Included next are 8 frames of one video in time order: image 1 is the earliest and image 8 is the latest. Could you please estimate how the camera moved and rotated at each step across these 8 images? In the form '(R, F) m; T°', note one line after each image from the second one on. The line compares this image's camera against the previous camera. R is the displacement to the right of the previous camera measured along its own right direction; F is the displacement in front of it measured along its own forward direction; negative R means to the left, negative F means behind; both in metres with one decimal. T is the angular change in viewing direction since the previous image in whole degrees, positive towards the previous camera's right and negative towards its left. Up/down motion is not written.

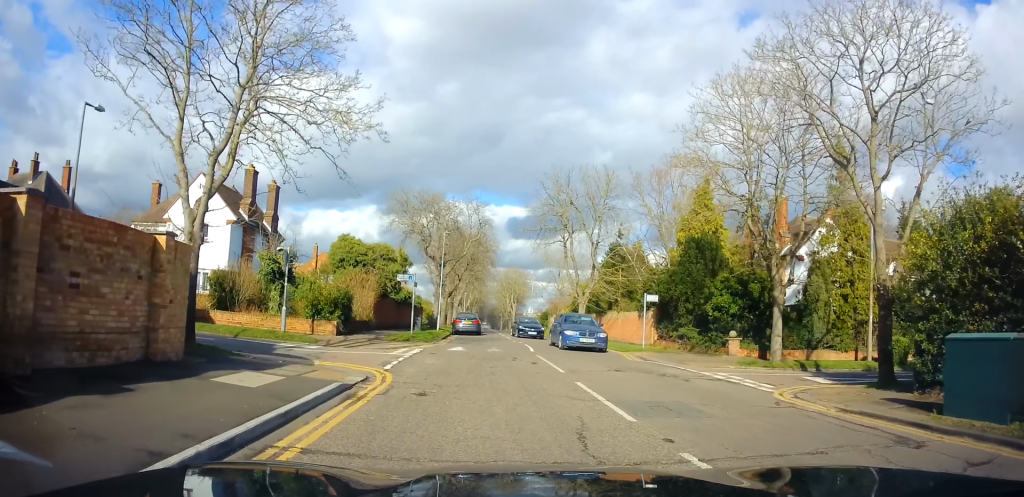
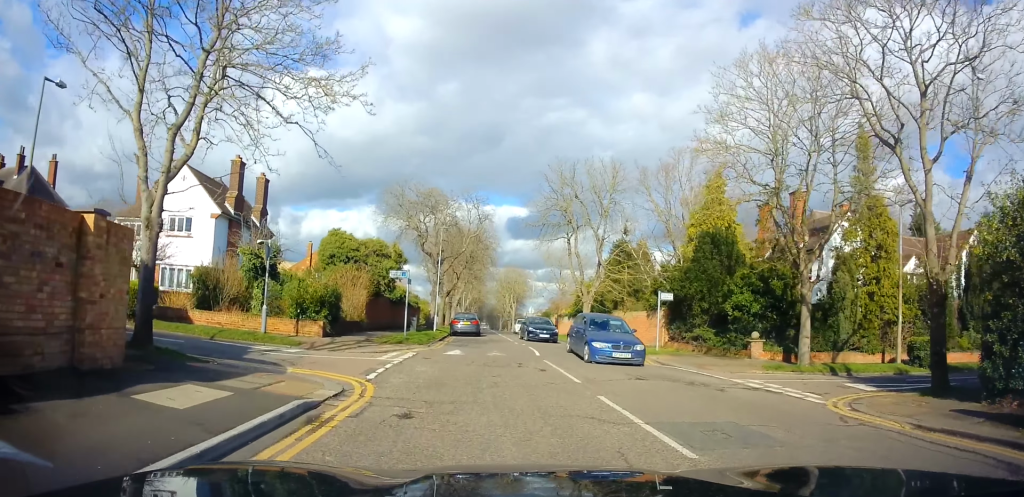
(0.0, +2.2) m; 0°
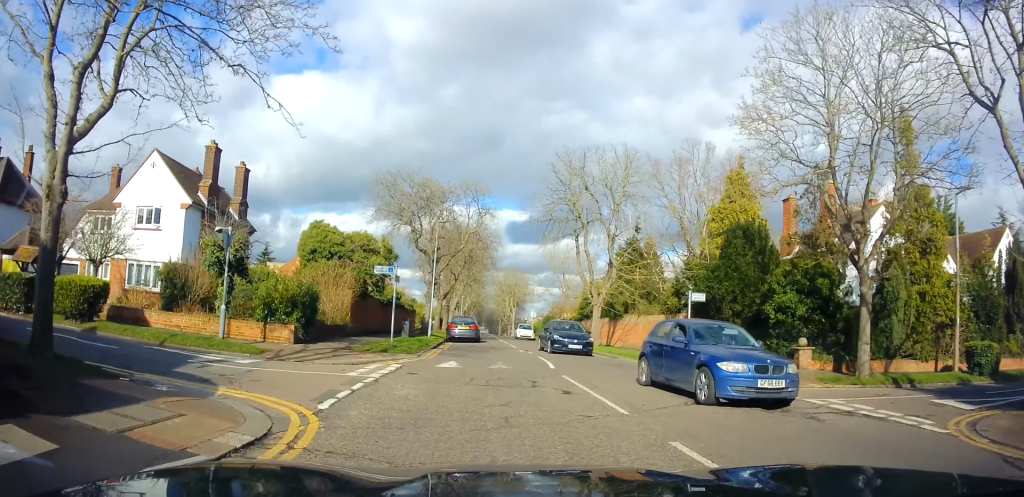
(0.0, +3.6) m; +1°
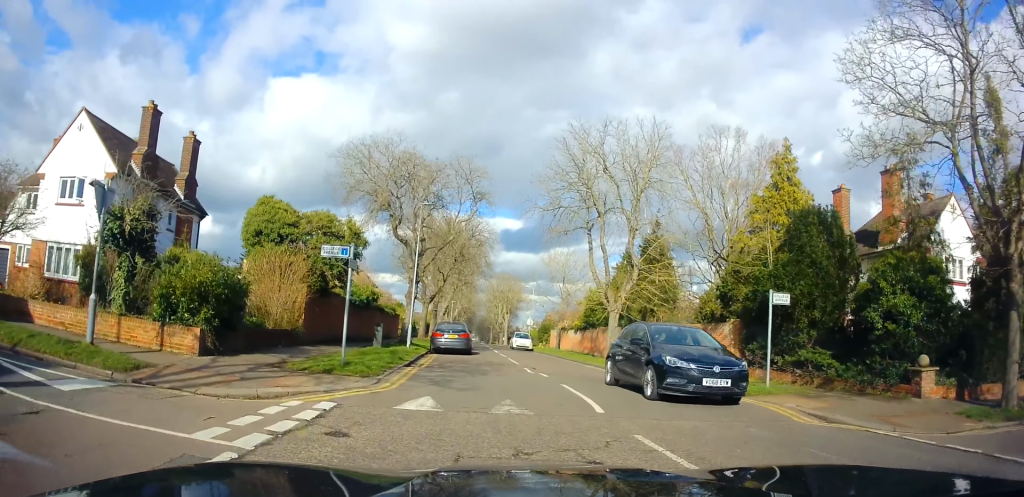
(+0.1, +5.2) m; +1°
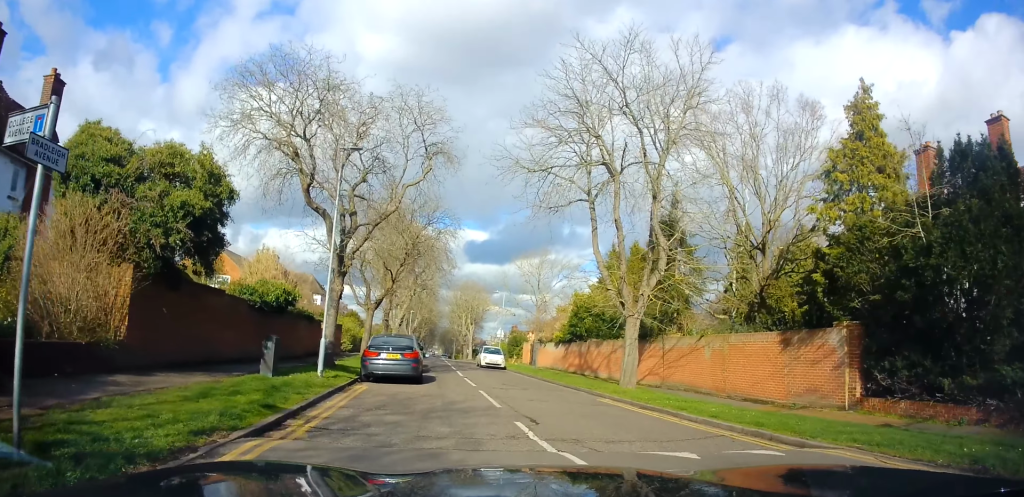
(+0.1, +8.9) m; +2°
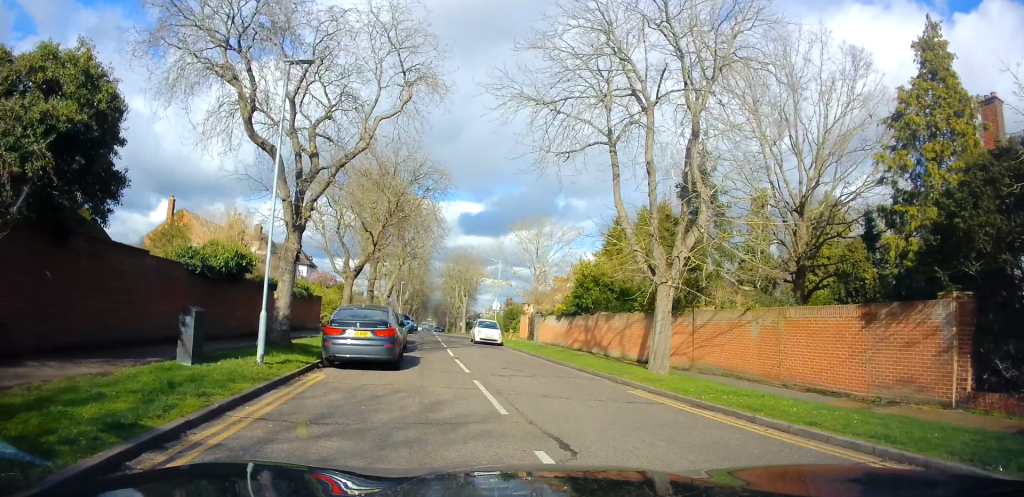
(0.0, +4.7) m; 0°
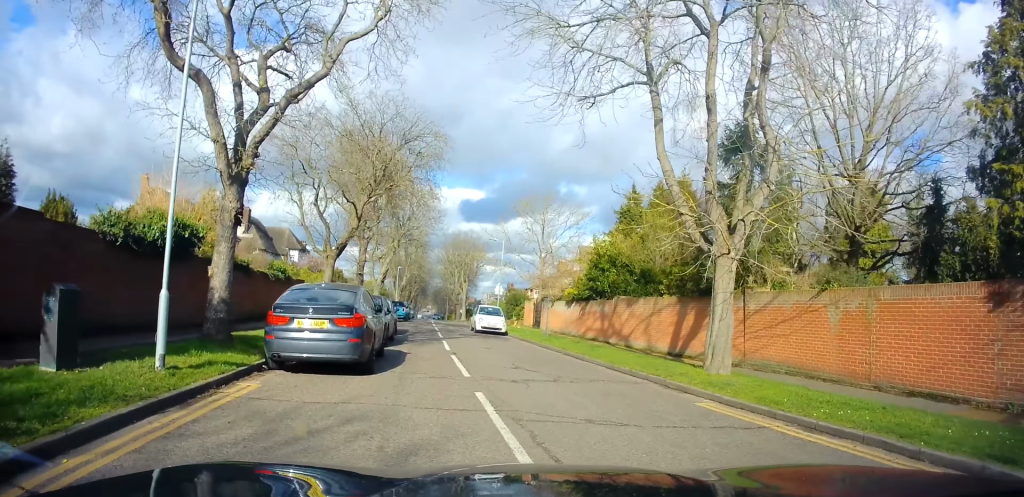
(0.0, +4.2) m; 0°
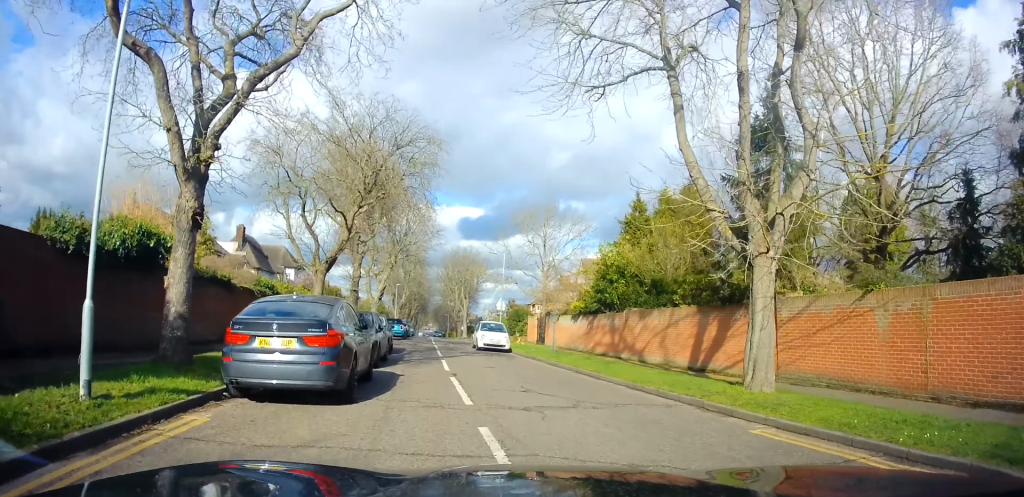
(0.0, +1.8) m; 0°
